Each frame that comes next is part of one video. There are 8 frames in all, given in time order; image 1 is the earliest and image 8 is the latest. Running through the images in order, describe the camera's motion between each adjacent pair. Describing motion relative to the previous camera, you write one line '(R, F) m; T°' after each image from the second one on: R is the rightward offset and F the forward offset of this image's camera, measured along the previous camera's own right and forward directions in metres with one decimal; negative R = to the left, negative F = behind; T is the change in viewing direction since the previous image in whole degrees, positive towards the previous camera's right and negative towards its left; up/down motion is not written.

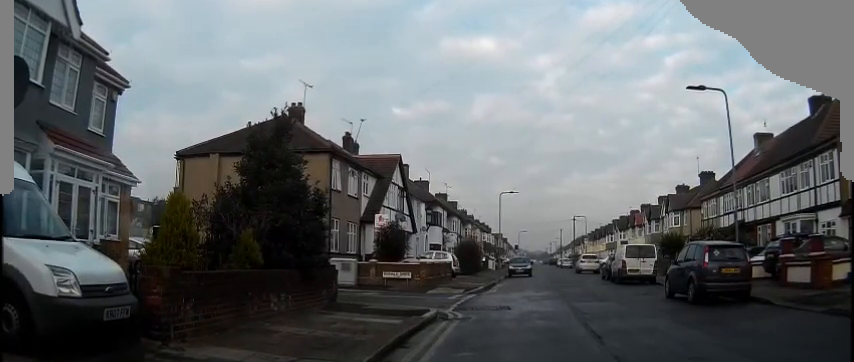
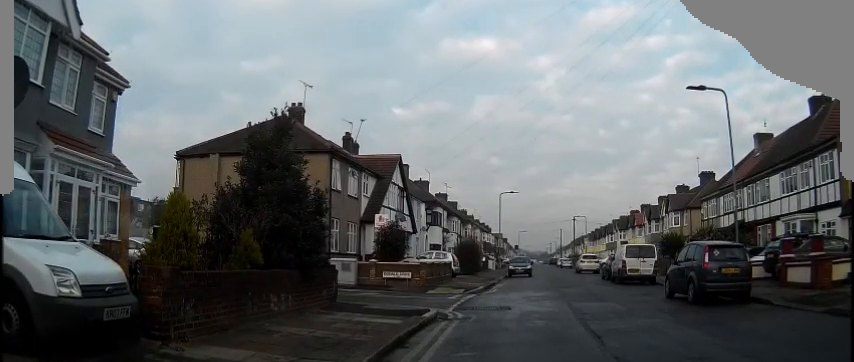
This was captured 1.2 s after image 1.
(0.0, 0.0) m; 0°
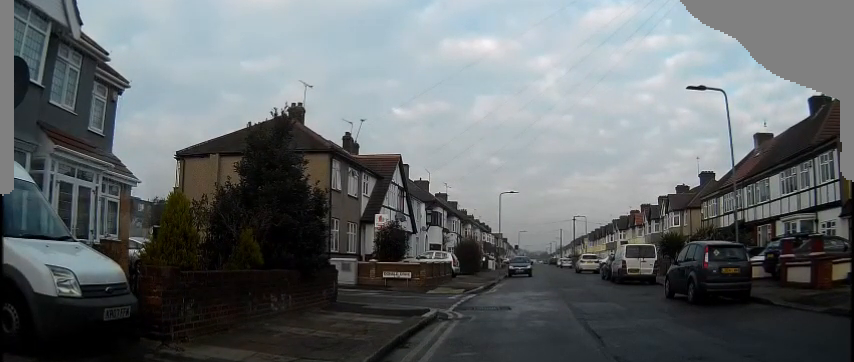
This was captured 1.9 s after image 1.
(0.0, 0.0) m; 0°
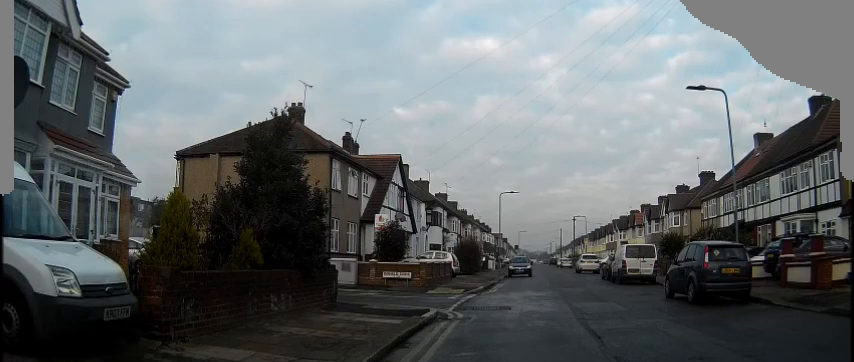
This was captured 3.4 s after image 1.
(0.0, 0.0) m; 0°
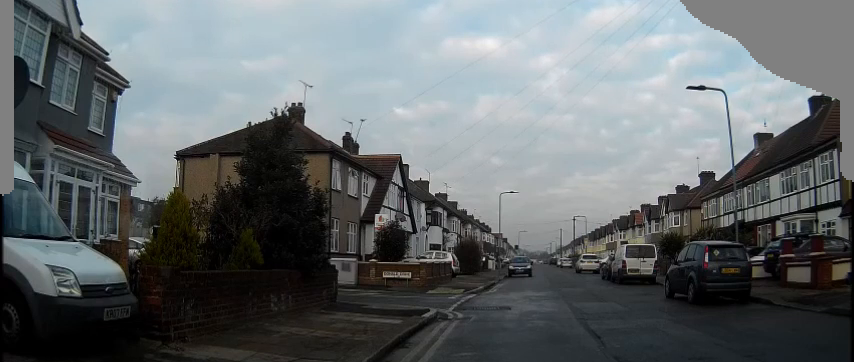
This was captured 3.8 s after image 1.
(0.0, 0.0) m; 0°
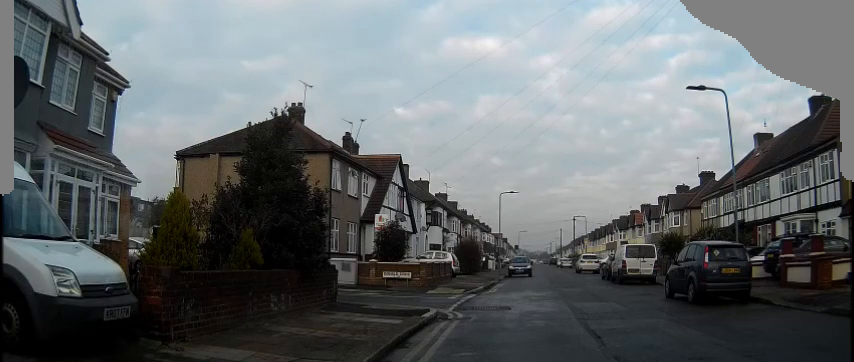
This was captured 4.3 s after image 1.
(0.0, 0.0) m; 0°
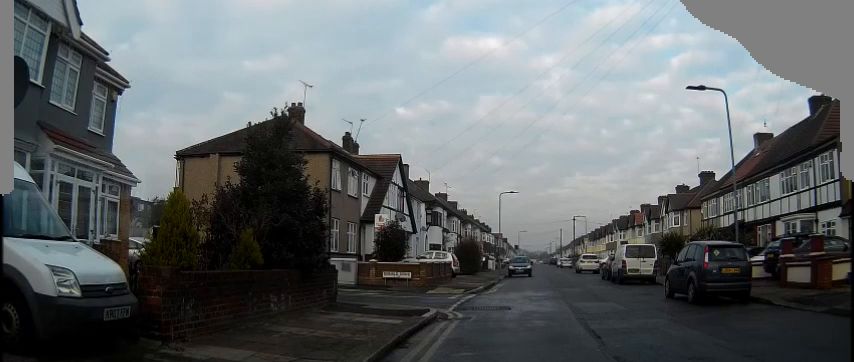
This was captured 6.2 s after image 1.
(0.0, 0.0) m; 0°
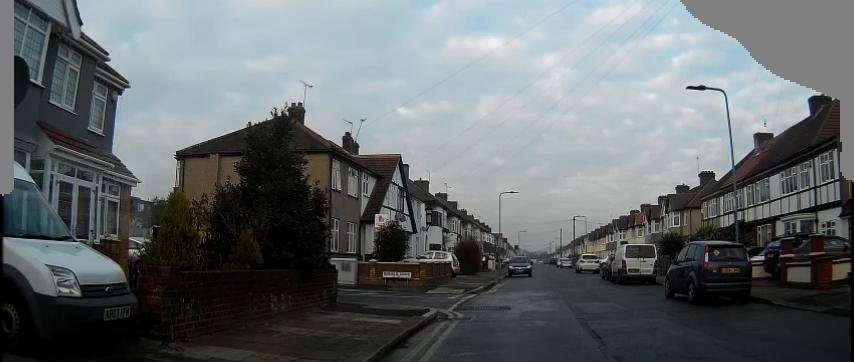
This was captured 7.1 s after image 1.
(0.0, 0.0) m; 0°
